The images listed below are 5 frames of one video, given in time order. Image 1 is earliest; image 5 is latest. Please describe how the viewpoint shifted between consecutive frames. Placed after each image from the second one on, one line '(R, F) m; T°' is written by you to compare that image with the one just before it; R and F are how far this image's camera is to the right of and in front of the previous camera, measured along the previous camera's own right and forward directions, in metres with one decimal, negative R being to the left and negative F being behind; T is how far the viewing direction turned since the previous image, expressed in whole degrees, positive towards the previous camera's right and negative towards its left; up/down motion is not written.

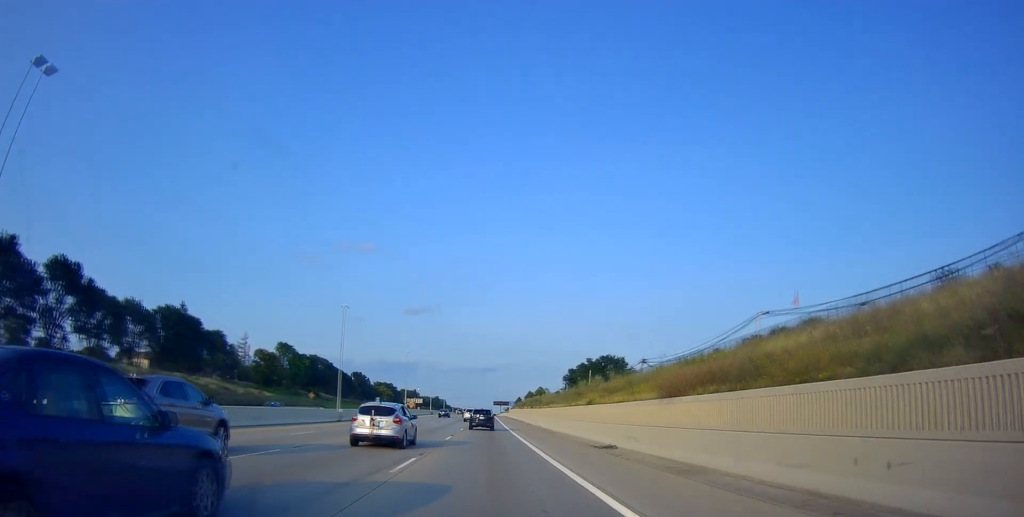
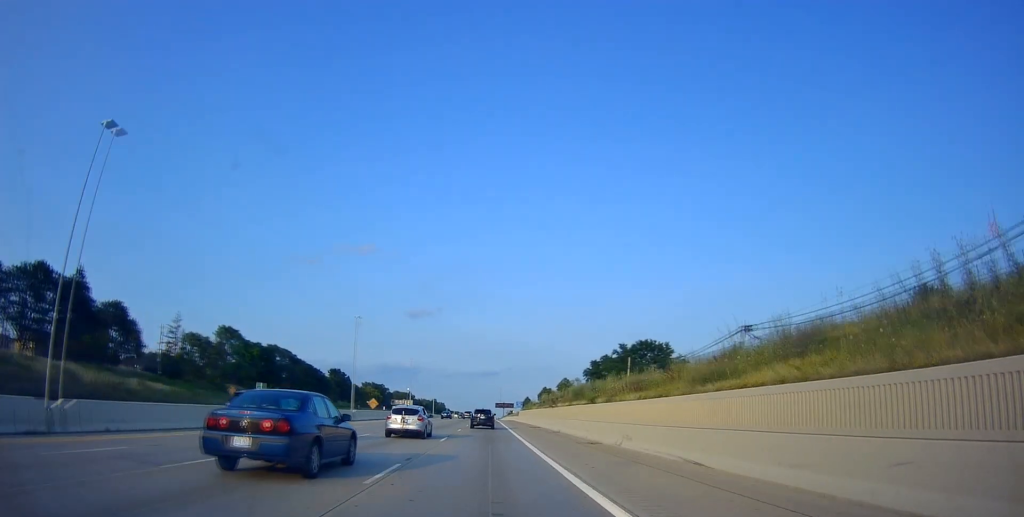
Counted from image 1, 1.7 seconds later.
(+0.6, +47.9) m; +1°
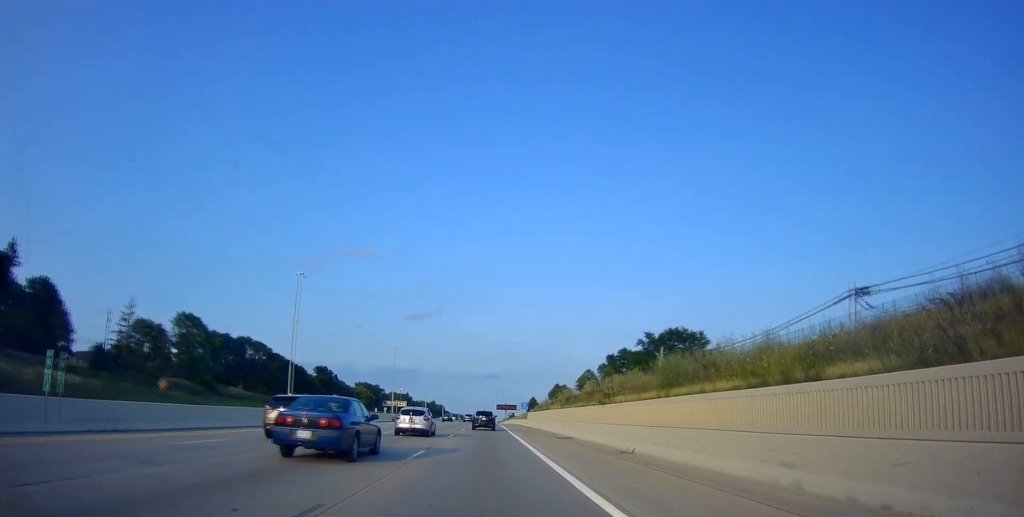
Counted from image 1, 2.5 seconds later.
(+0.1, +23.9) m; 0°
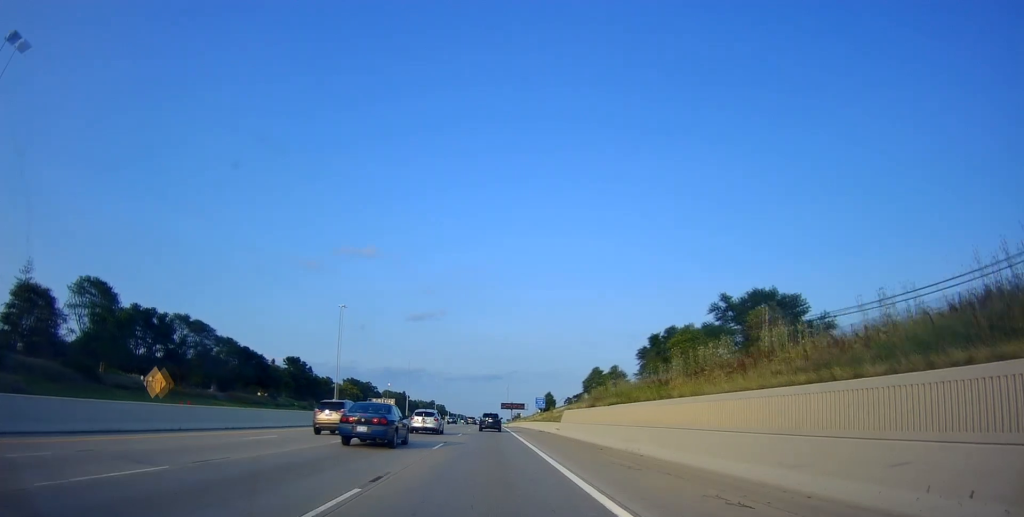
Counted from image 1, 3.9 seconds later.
(-0.5, +40.2) m; 0°
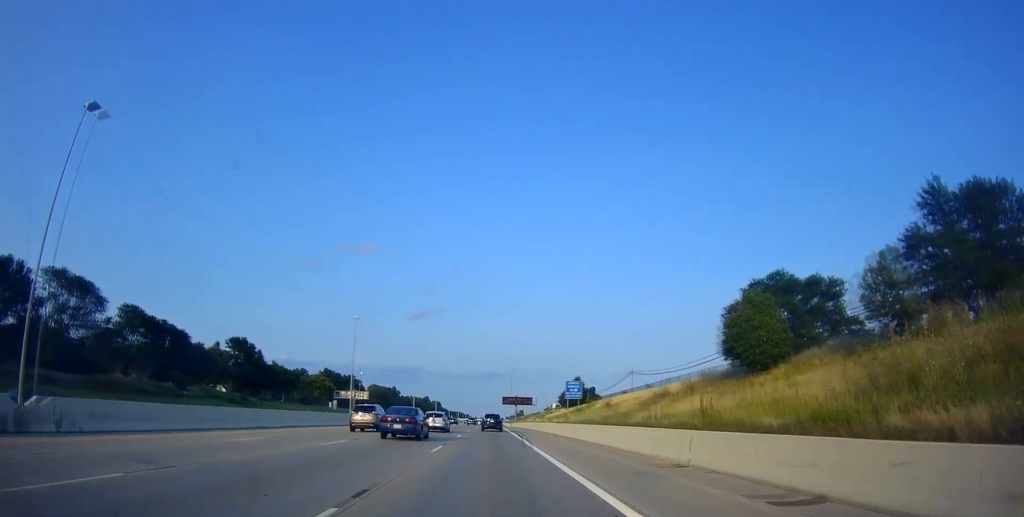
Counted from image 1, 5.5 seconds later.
(+0.4, +46.9) m; 0°
